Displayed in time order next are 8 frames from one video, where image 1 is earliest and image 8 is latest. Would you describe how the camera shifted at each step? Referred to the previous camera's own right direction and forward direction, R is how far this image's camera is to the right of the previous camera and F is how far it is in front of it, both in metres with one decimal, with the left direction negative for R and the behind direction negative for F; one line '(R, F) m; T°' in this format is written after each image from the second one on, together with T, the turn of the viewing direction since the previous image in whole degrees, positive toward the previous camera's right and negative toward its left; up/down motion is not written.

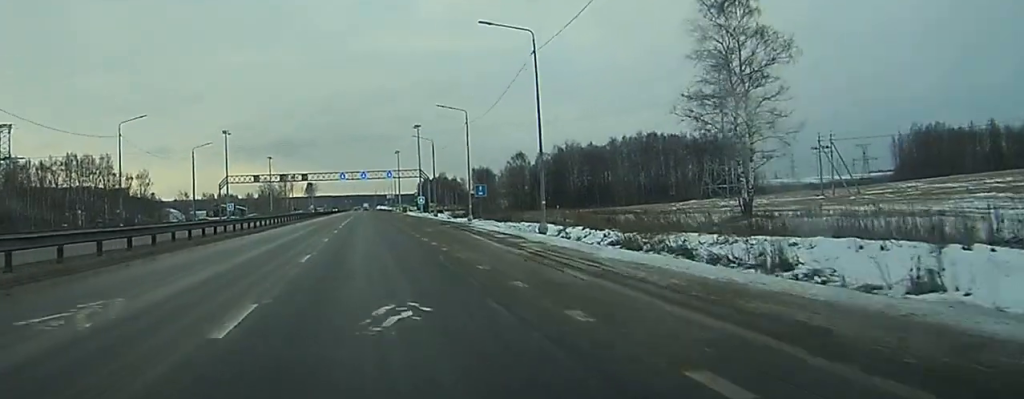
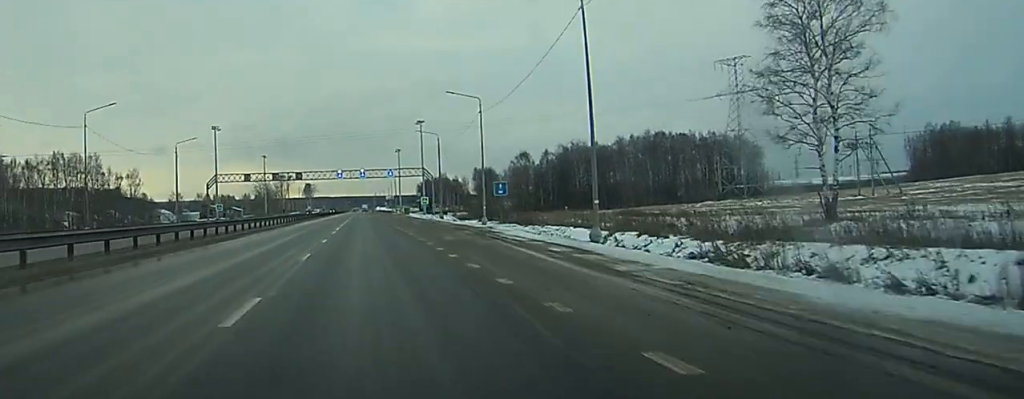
(0.0, +11.2) m; 0°
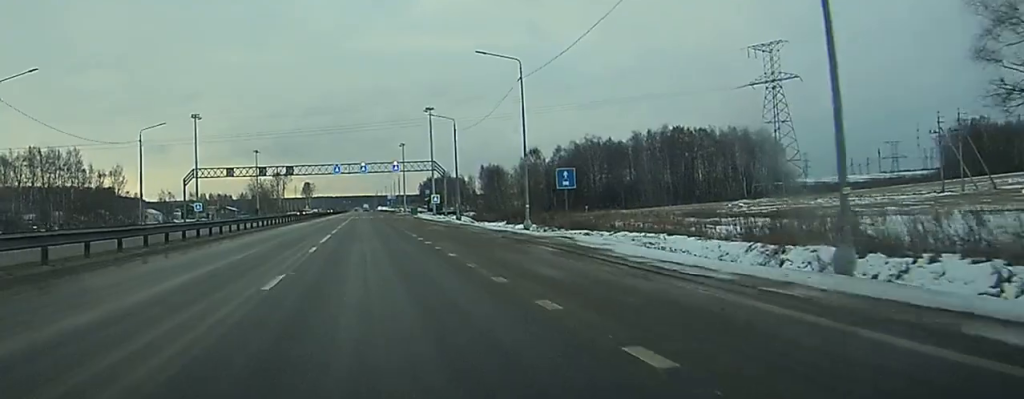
(0.0, +19.8) m; 0°
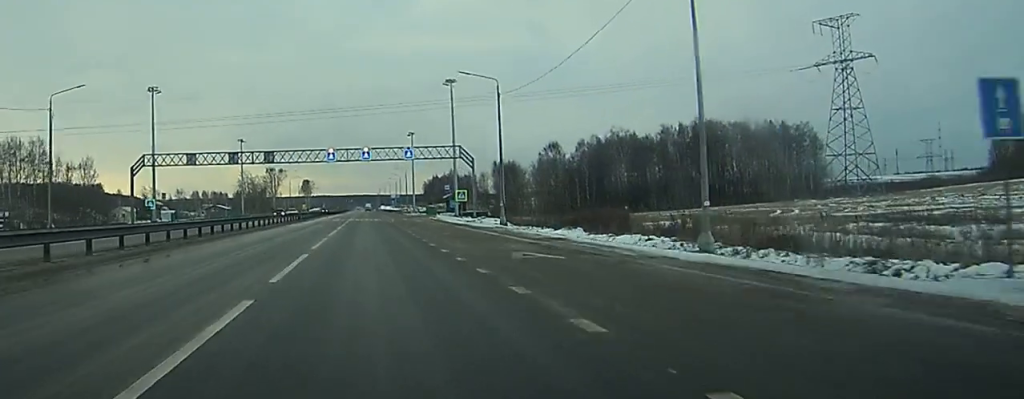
(0.0, +30.3) m; 0°
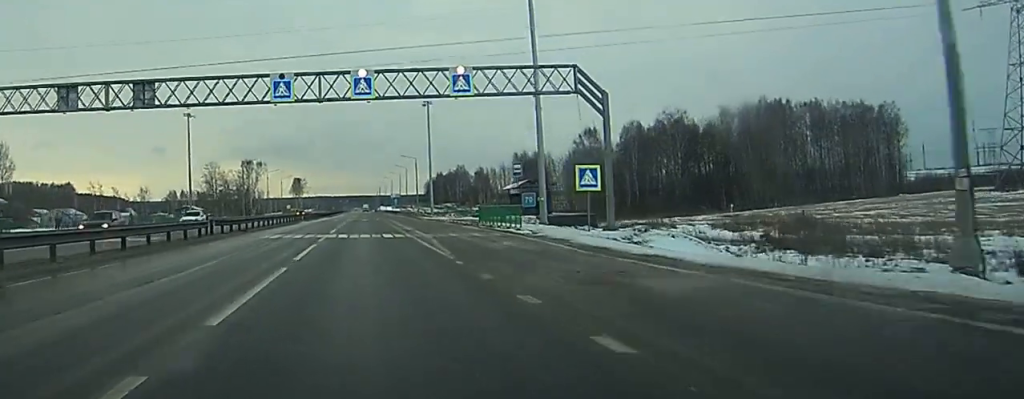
(-0.2, +53.6) m; 0°
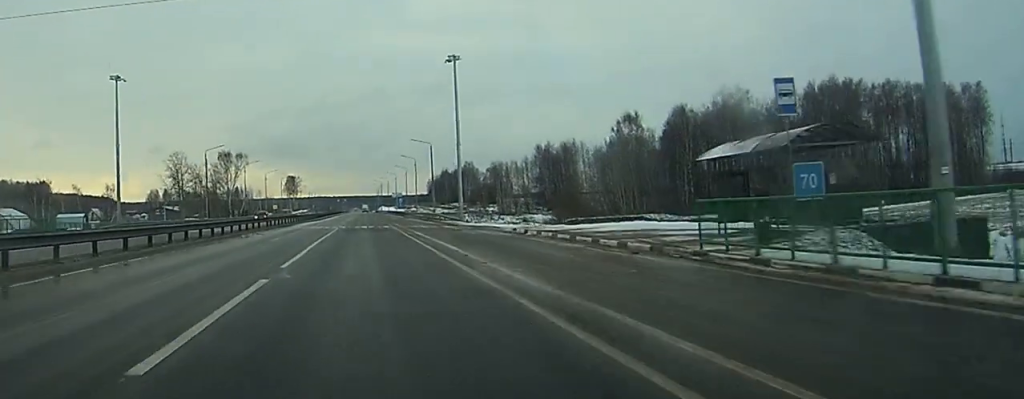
(0.0, +38.8) m; 0°
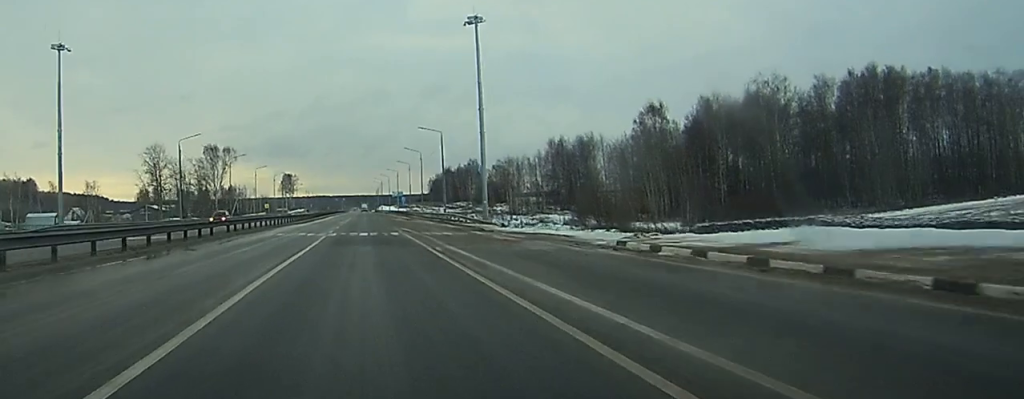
(+0.1, +18.0) m; 0°
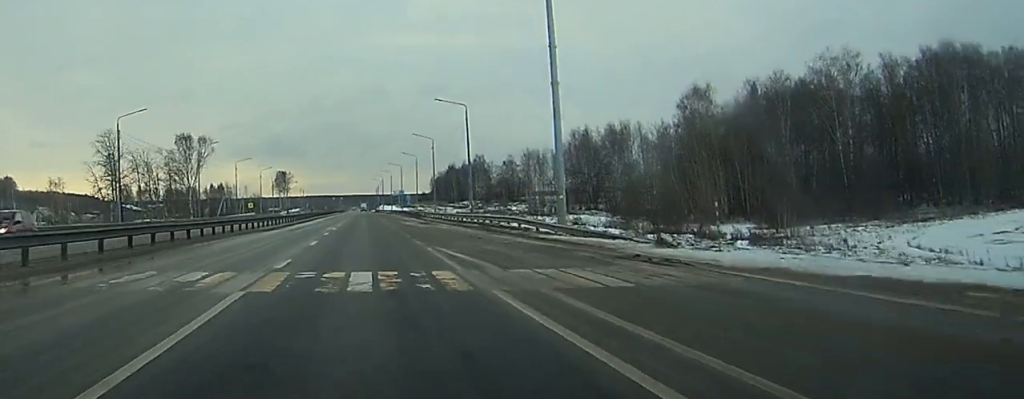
(0.0, +27.5) m; 0°
